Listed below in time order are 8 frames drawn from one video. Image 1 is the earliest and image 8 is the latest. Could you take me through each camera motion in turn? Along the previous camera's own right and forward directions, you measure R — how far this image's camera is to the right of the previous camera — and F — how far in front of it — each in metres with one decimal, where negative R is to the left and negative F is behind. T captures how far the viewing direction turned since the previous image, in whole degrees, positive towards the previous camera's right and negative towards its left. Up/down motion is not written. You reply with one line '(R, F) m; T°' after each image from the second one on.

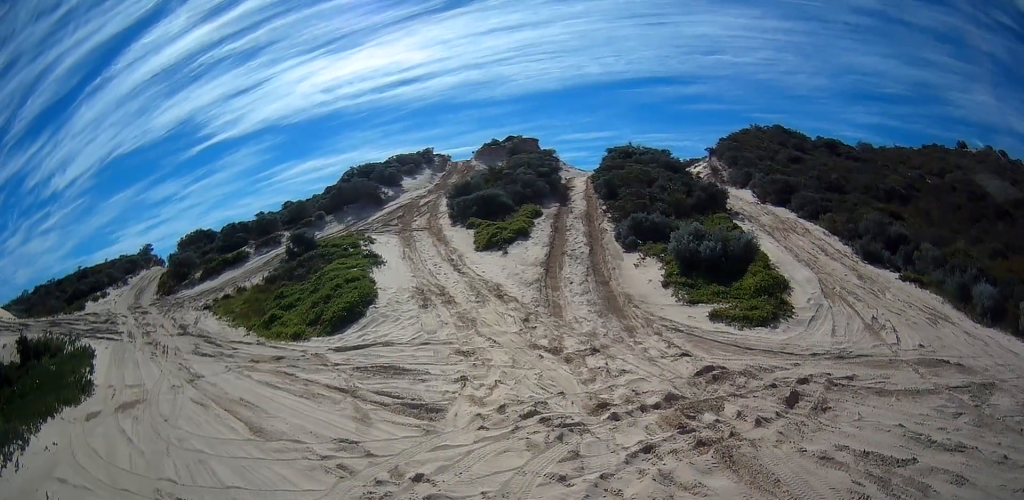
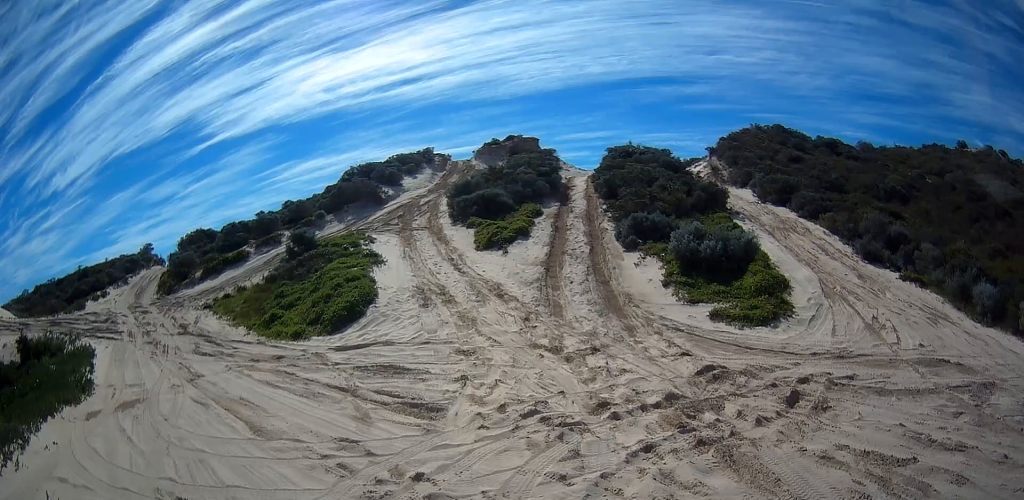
(0.0, +0.4) m; 0°
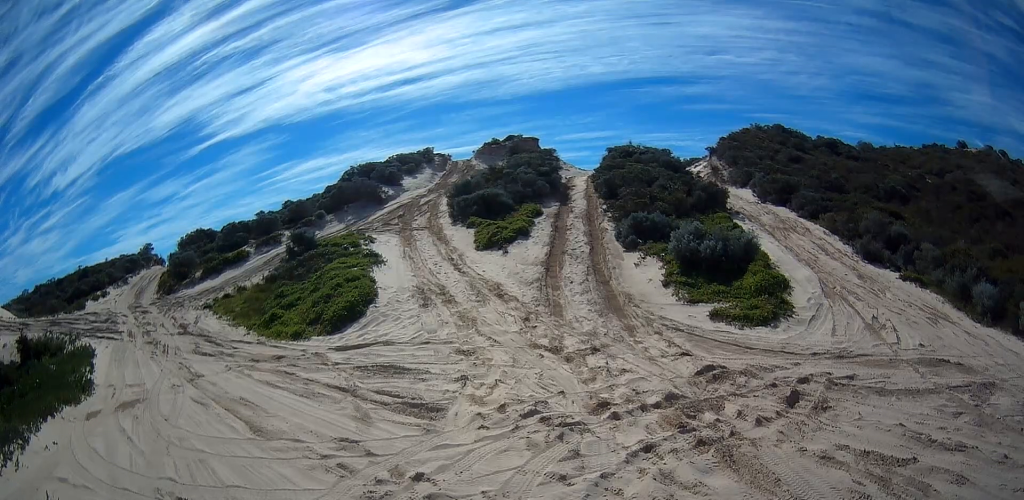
(0.0, 0.0) m; 0°
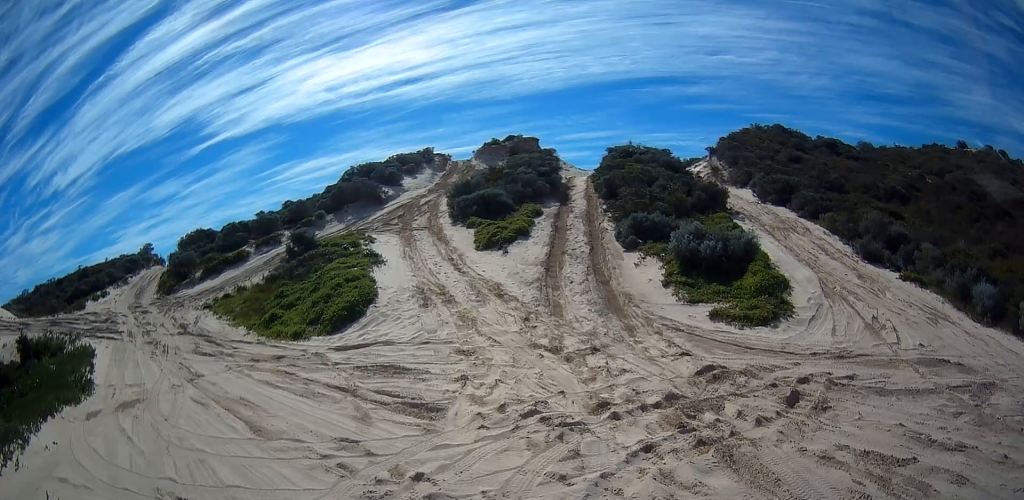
(0.0, 0.0) m; 0°
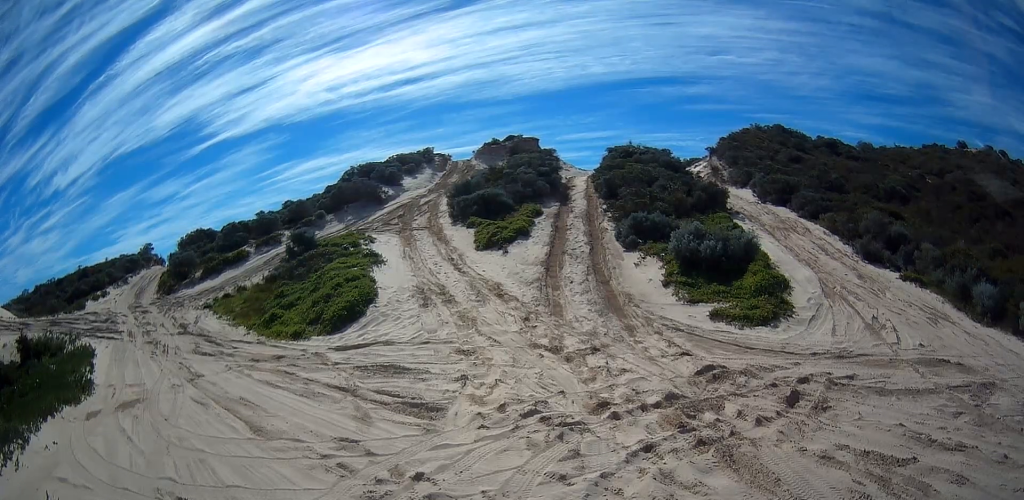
(0.0, 0.0) m; 0°
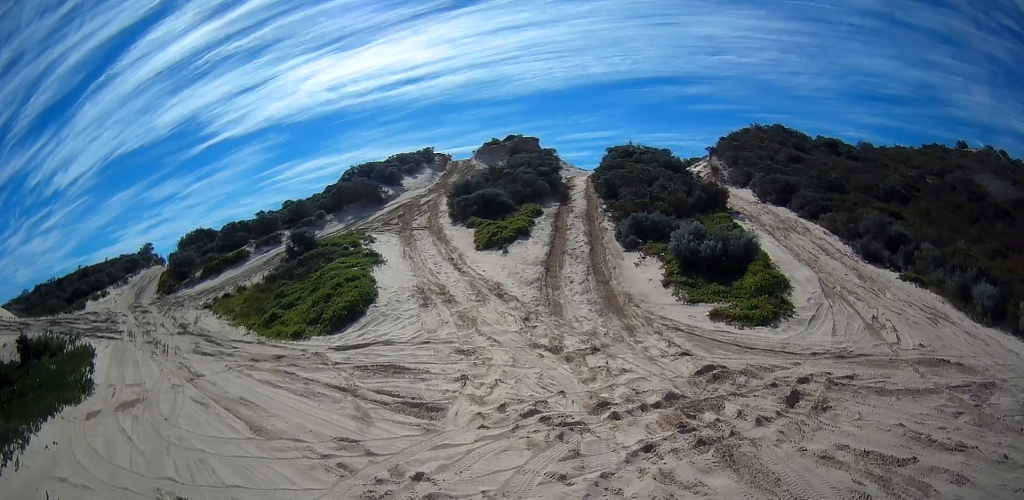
(0.0, 0.0) m; 0°
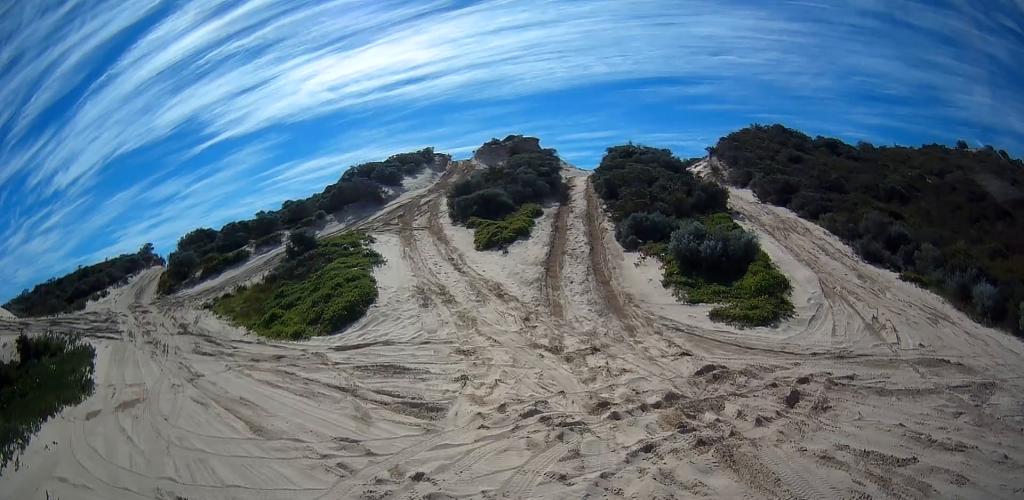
(0.0, 0.0) m; 0°
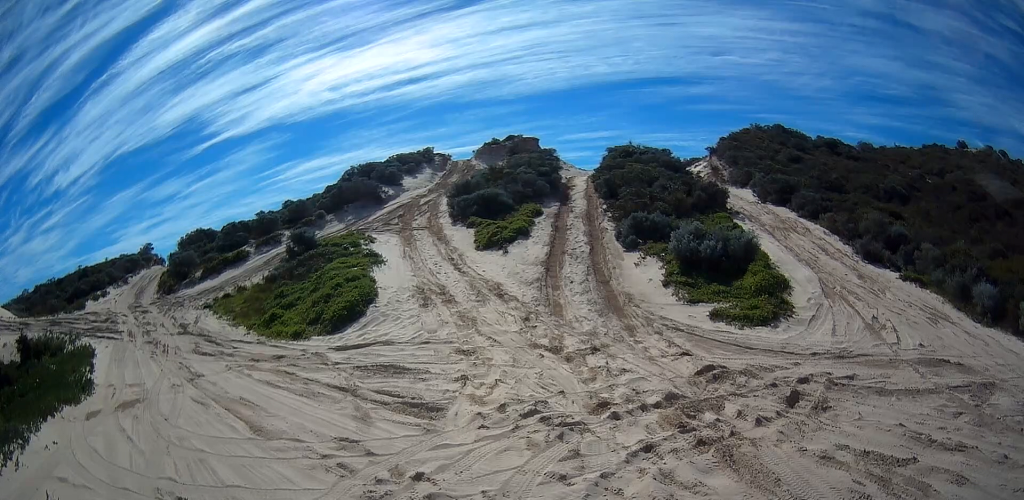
(0.0, 0.0) m; 0°
